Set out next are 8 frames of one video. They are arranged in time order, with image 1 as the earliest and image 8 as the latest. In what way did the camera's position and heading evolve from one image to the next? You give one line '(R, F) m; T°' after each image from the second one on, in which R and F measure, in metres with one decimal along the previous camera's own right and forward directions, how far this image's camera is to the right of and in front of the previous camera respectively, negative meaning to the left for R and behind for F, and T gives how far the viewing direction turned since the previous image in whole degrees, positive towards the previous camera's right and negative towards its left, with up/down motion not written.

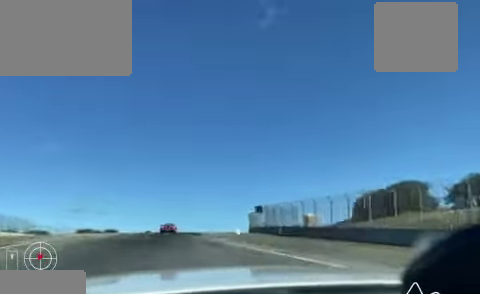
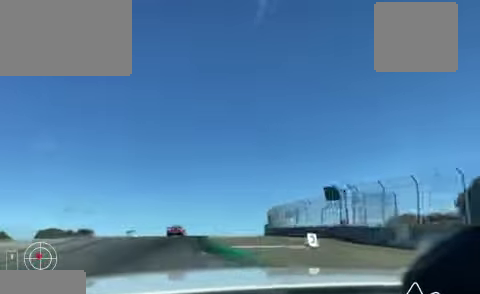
(-0.4, +19.7) m; +6°
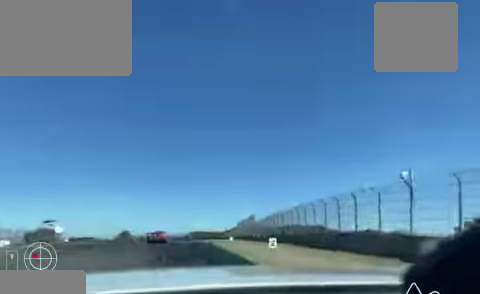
(+3.1, +24.5) m; -2°
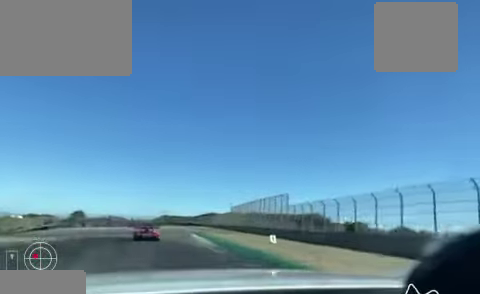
(-2.9, +24.2) m; -8°
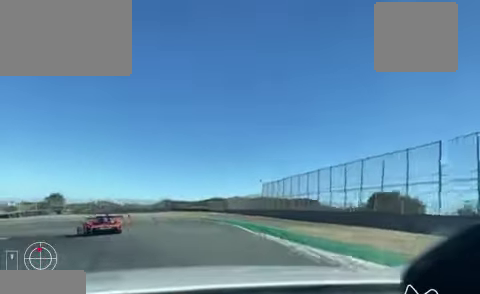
(-1.0, +20.0) m; -8°
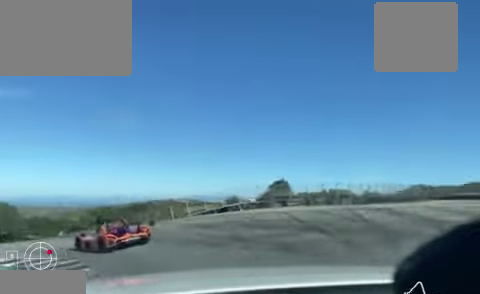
(-2.9, +22.5) m; -25°
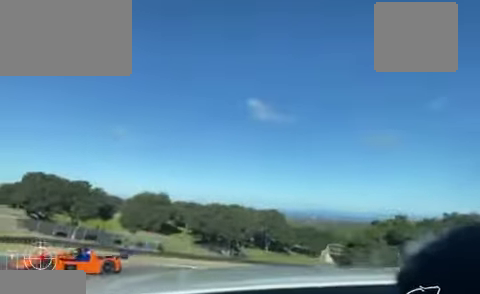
(-5.9, +18.0) m; -28°
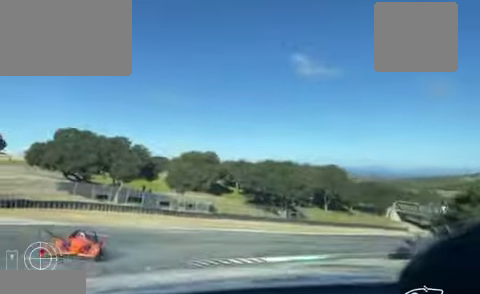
(-0.7, +8.4) m; -5°
